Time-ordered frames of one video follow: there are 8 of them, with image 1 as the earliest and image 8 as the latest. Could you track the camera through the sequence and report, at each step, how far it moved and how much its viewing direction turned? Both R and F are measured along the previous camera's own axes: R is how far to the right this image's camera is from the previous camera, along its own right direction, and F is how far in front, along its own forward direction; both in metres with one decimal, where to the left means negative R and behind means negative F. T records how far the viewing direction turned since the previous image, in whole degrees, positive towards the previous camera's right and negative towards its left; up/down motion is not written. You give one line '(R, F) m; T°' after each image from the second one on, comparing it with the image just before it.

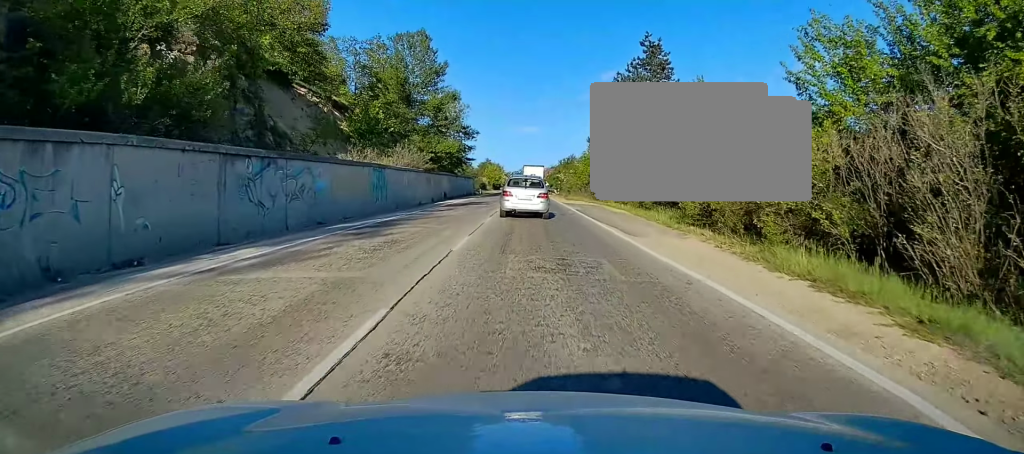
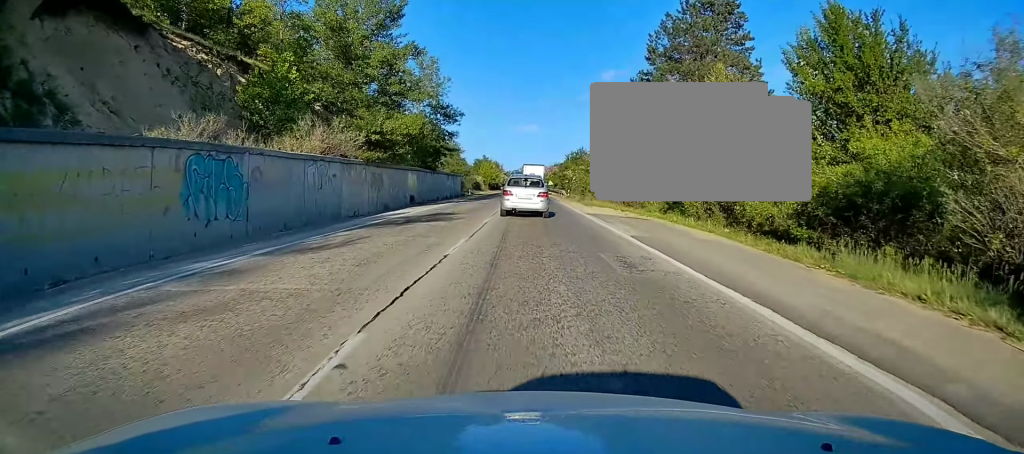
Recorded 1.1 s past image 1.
(+0.3, +18.6) m; +1°
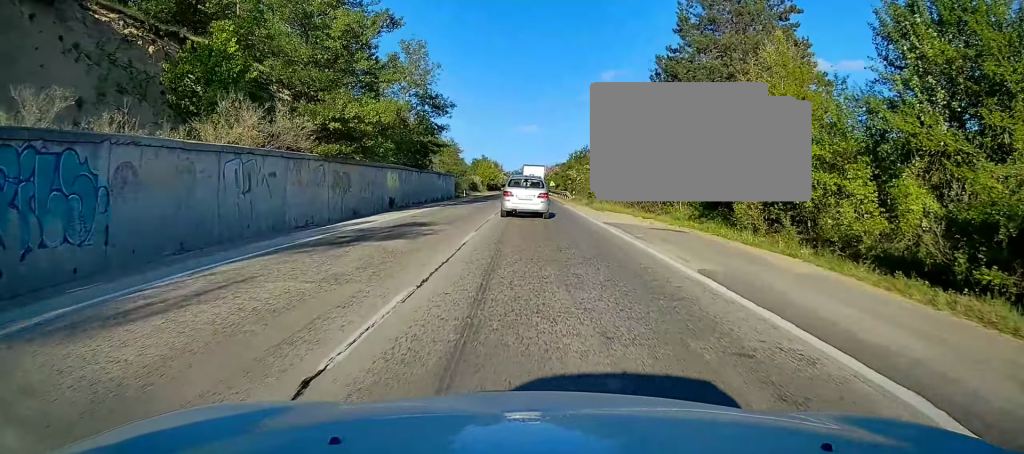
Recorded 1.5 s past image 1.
(0.0, +6.8) m; 0°
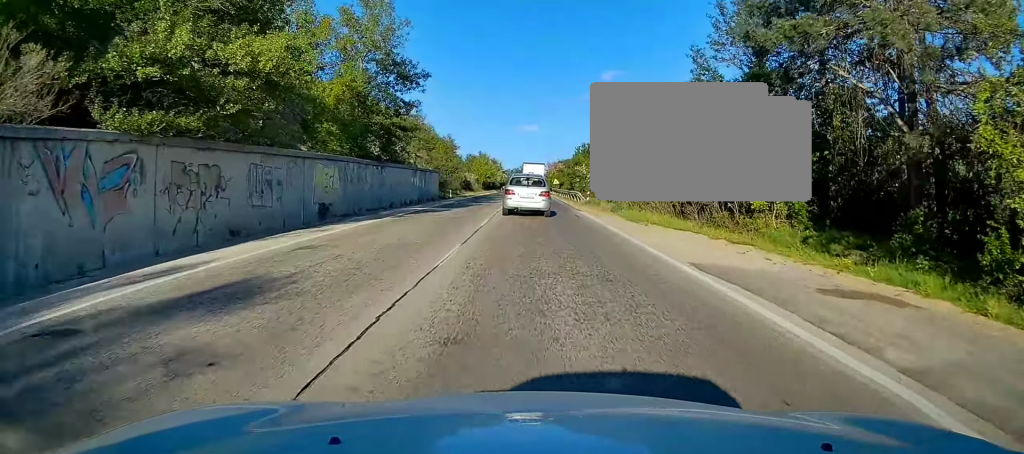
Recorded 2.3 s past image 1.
(0.0, +12.9) m; 0°
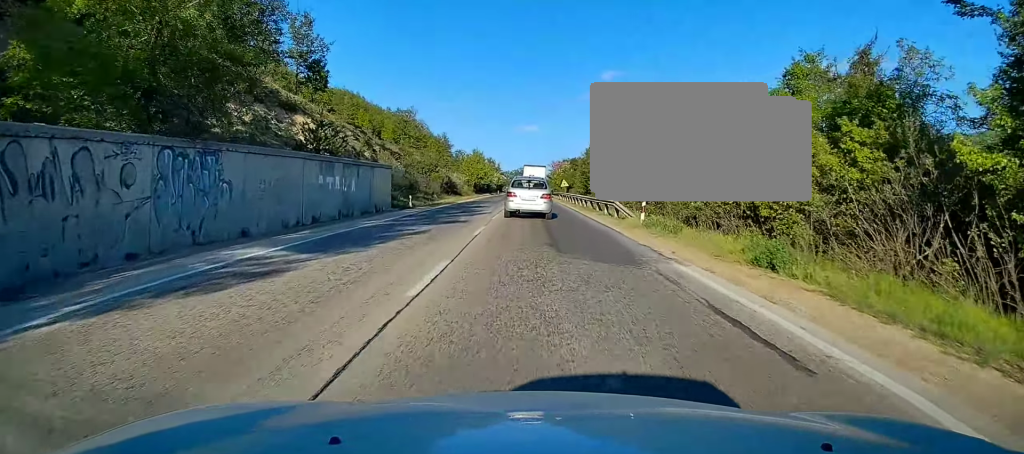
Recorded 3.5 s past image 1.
(0.0, +20.3) m; 0°
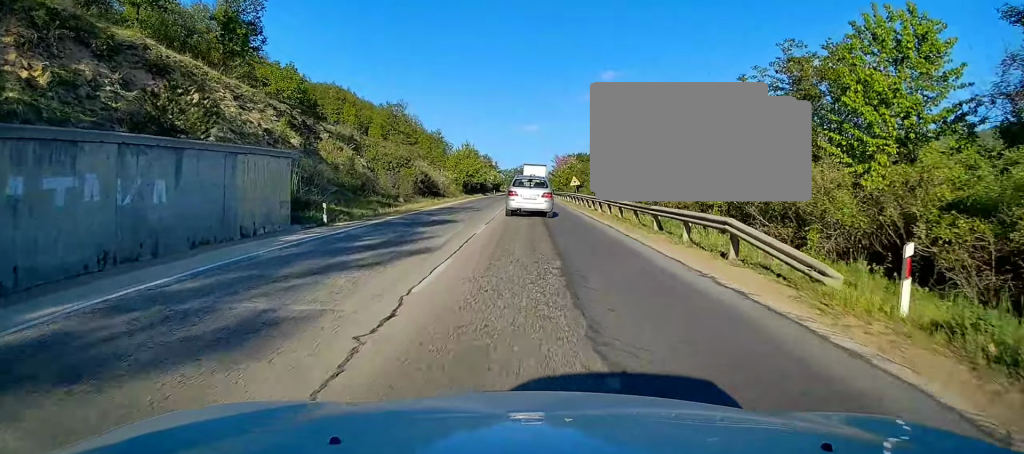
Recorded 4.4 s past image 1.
(-0.1, +16.3) m; -1°
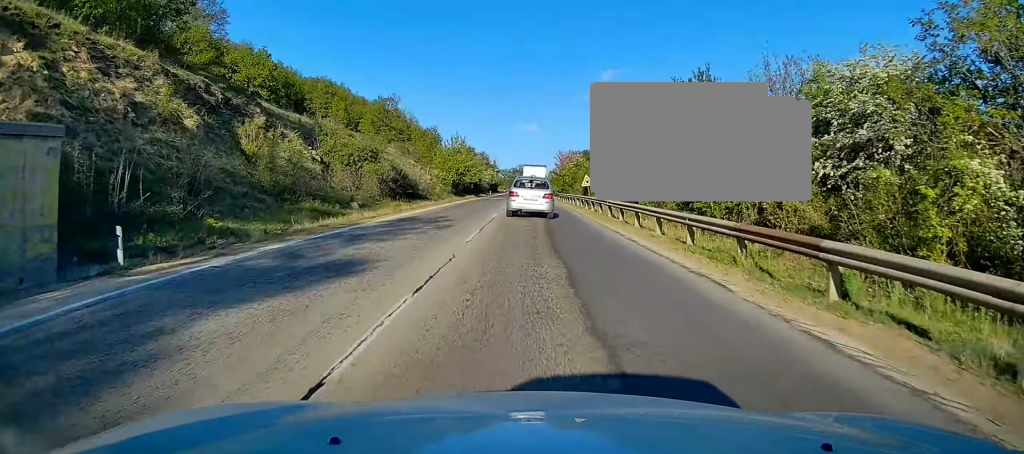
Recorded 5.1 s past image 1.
(-0.3, +11.8) m; 0°
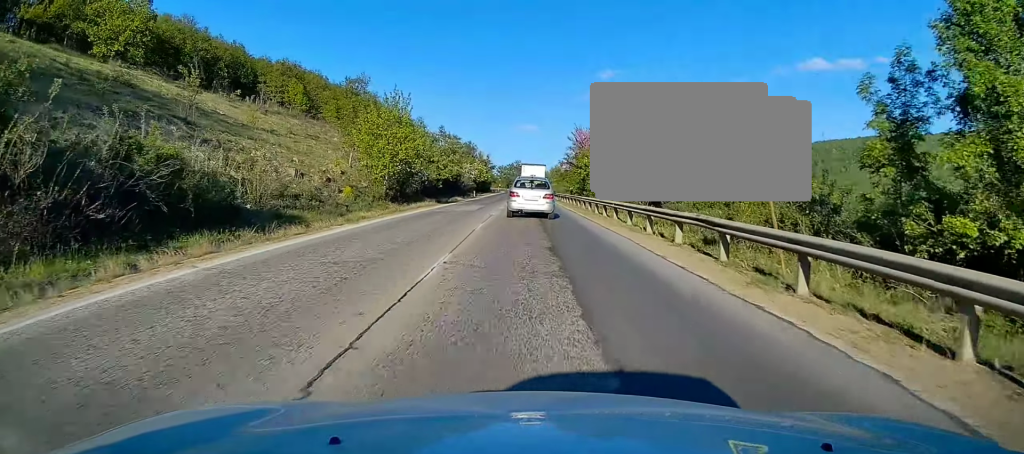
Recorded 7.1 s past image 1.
(+0.8, +33.3) m; +1°
